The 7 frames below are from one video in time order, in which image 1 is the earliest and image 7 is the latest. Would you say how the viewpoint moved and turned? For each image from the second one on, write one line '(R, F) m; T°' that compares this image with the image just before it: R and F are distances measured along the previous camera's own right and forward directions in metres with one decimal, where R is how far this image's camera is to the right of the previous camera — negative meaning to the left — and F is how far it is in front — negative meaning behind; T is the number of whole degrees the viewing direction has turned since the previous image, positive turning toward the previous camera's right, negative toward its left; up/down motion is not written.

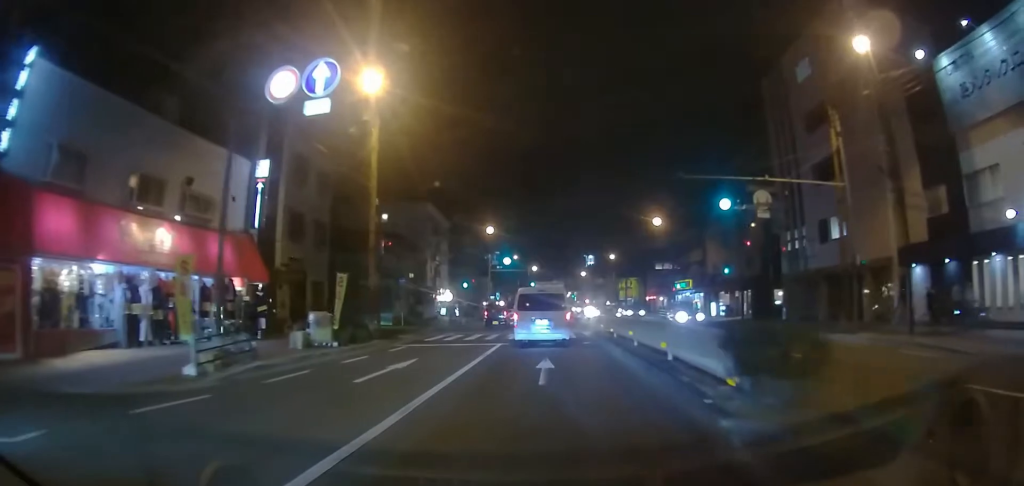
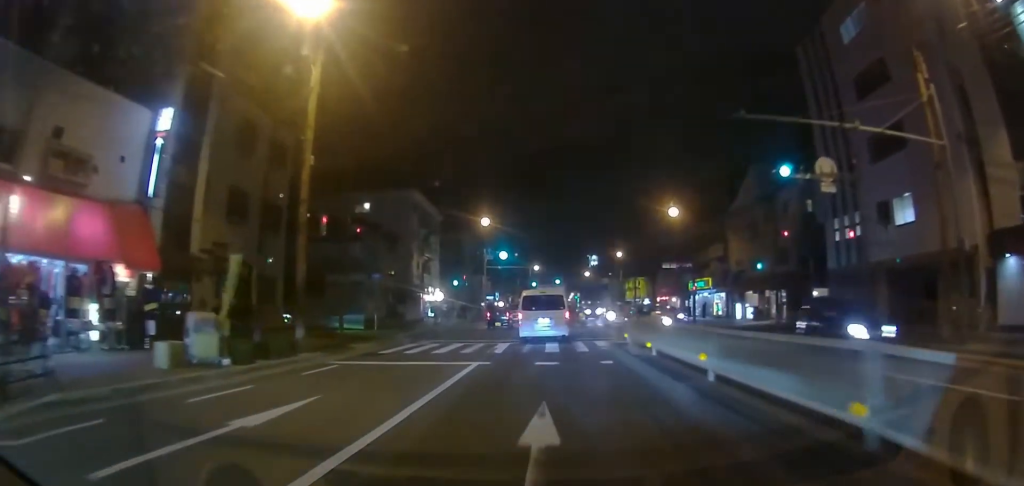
(+0.1, +6.1) m; -1°
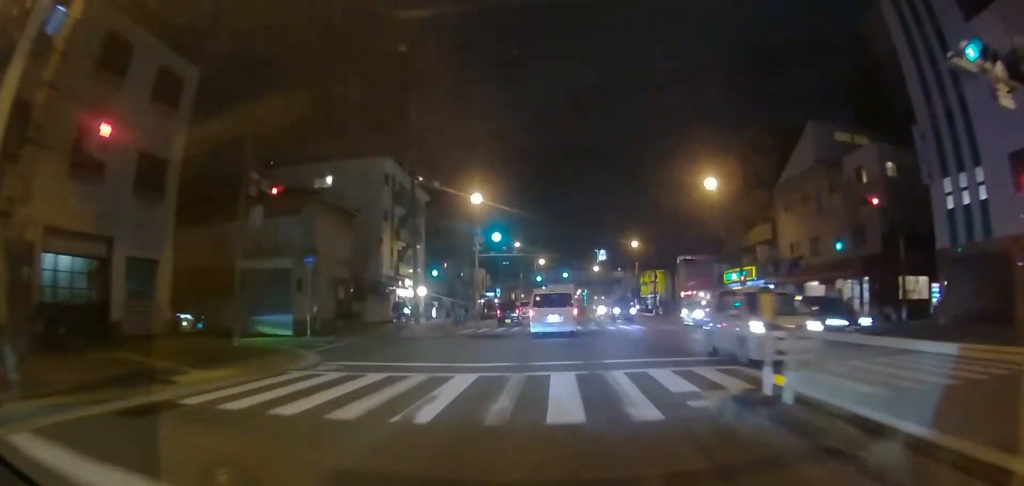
(-0.4, +10.0) m; -3°
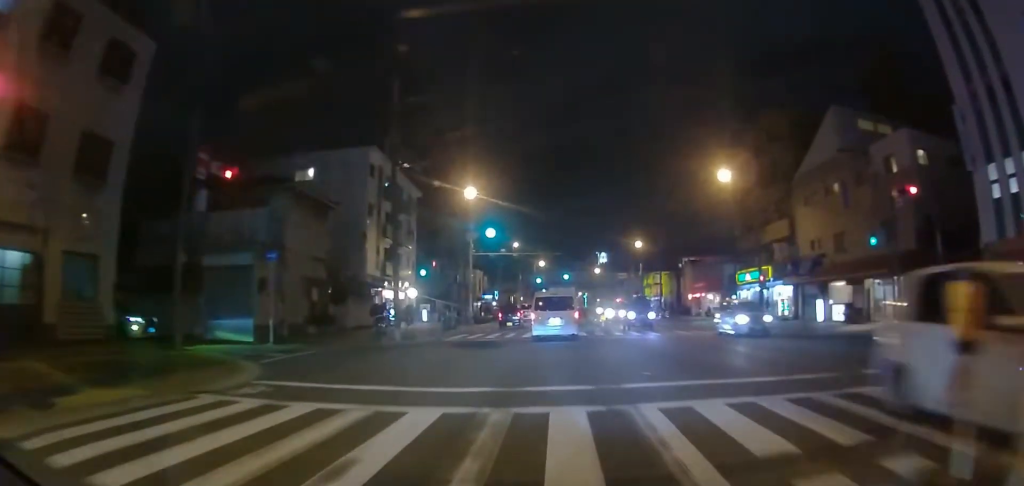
(0.0, +3.5) m; +1°
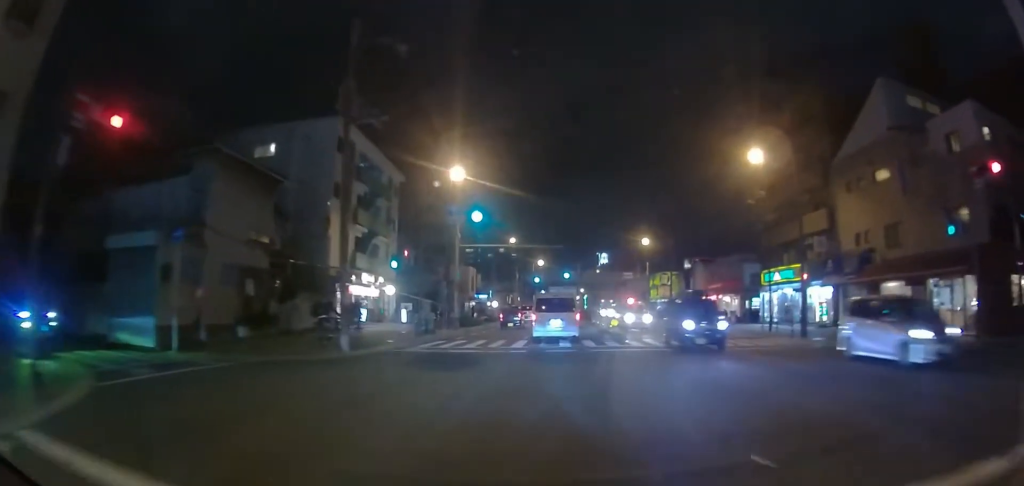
(+0.1, +5.6) m; +1°
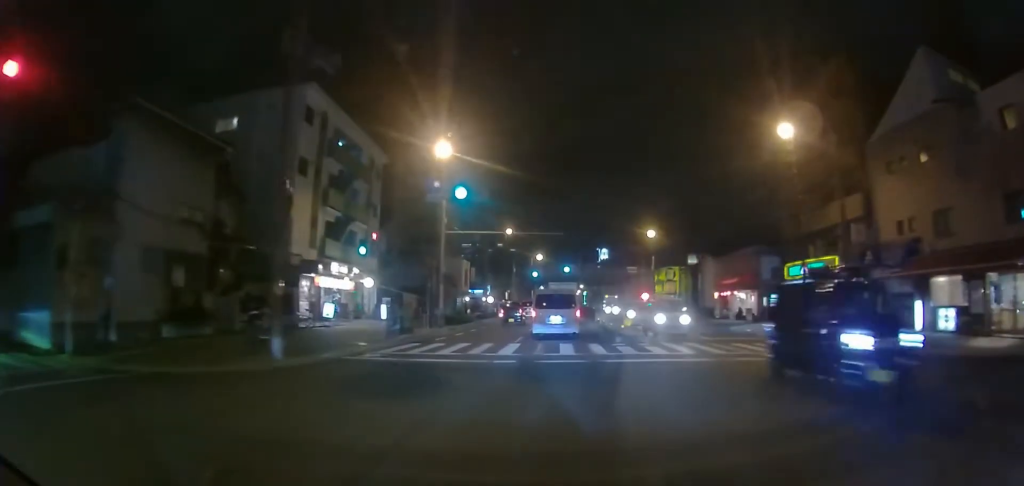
(0.0, +4.2) m; 0°
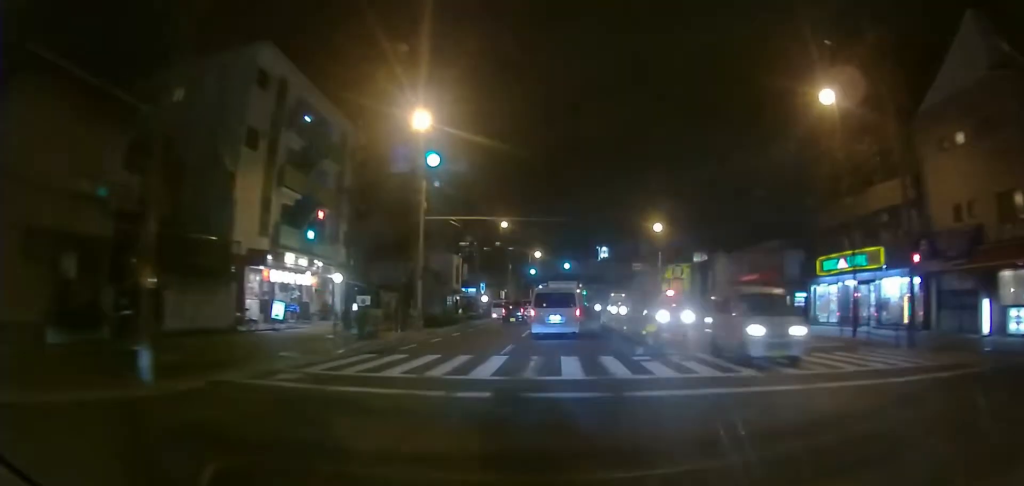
(0.0, +4.9) m; 0°
